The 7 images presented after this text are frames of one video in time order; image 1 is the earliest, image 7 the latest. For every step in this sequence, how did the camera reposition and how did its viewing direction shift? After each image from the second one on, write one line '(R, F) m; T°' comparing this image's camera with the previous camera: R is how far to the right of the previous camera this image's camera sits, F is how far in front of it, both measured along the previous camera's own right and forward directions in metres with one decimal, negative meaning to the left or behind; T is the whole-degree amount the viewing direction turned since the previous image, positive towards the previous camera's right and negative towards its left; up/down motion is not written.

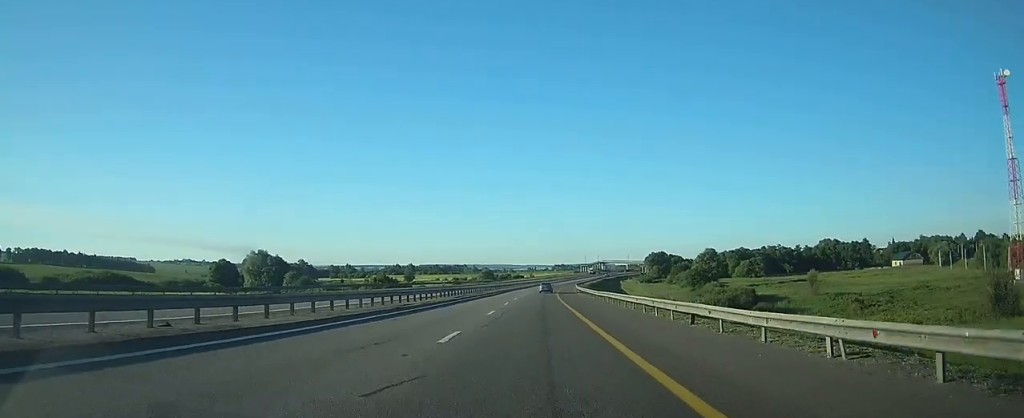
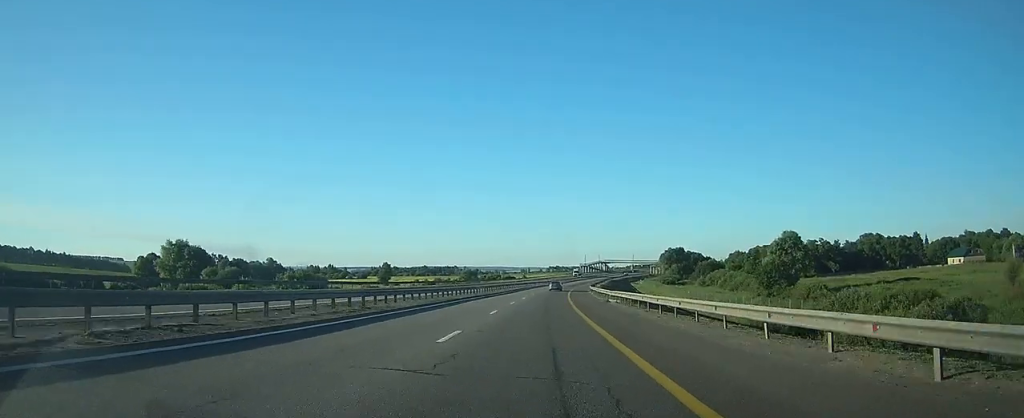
(-0.1, +47.9) m; 0°
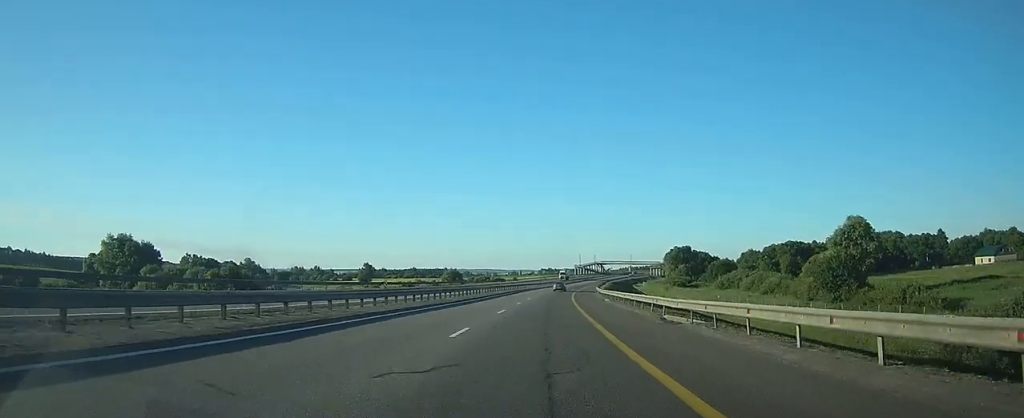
(0.0, +22.5) m; 0°
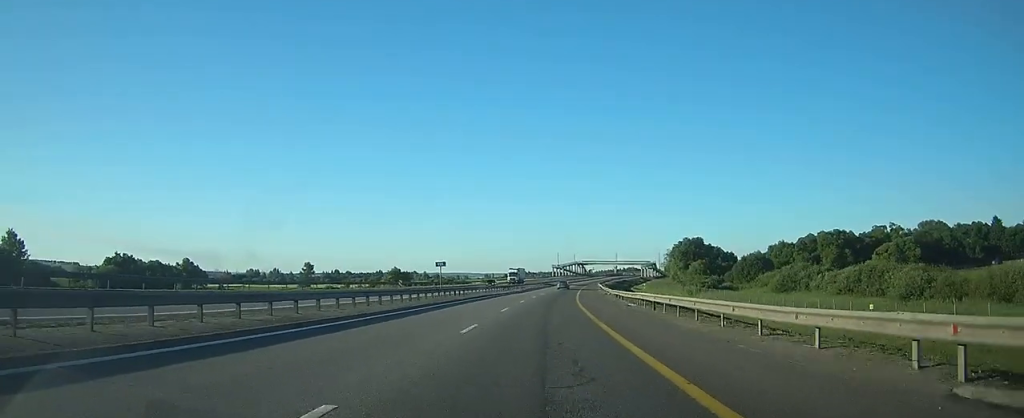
(+0.4, +46.9) m; +1°
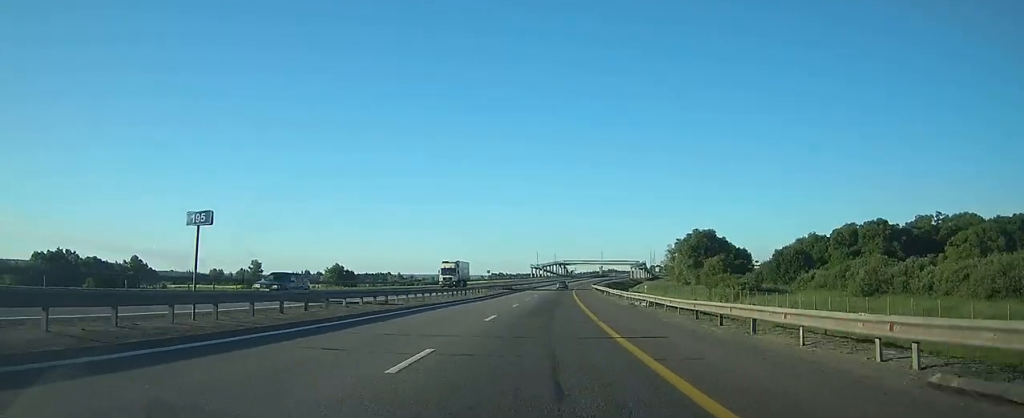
(+0.4, +30.9) m; +2°
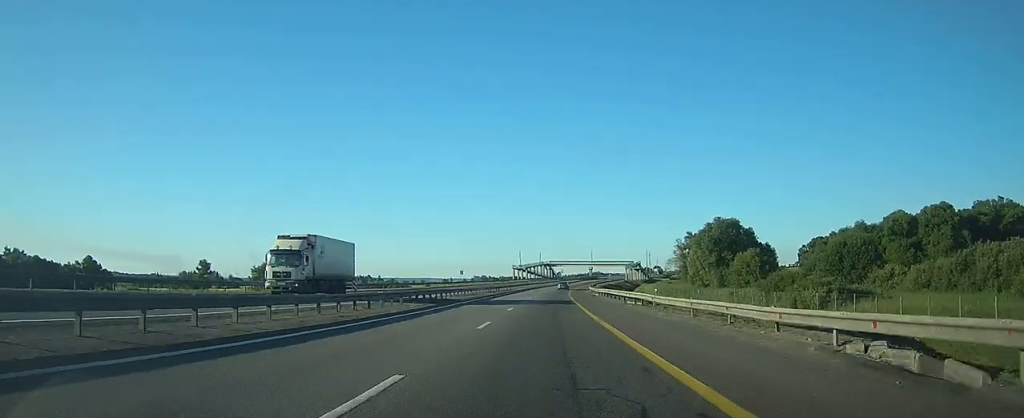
(+0.3, +27.1) m; +2°
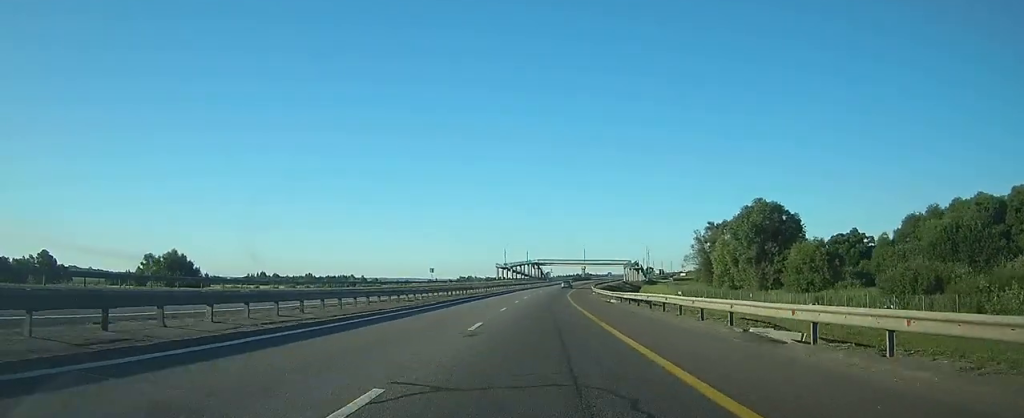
(+0.4, +25.1) m; +2°
